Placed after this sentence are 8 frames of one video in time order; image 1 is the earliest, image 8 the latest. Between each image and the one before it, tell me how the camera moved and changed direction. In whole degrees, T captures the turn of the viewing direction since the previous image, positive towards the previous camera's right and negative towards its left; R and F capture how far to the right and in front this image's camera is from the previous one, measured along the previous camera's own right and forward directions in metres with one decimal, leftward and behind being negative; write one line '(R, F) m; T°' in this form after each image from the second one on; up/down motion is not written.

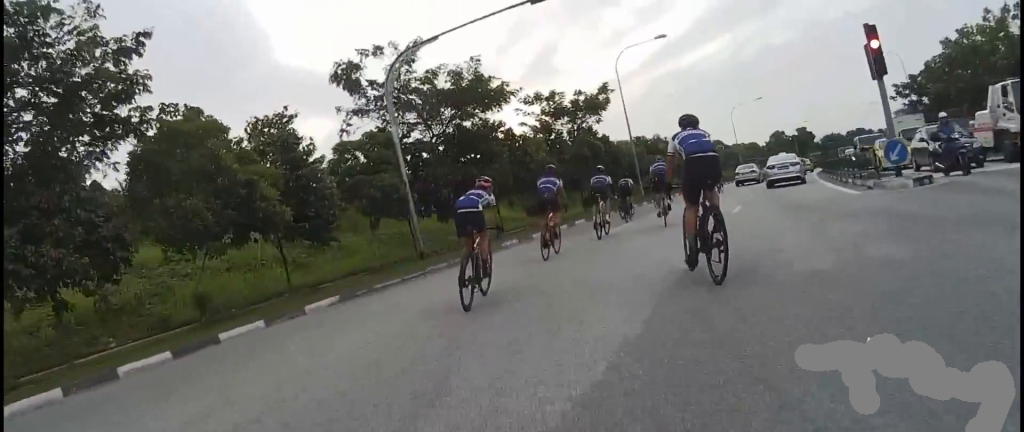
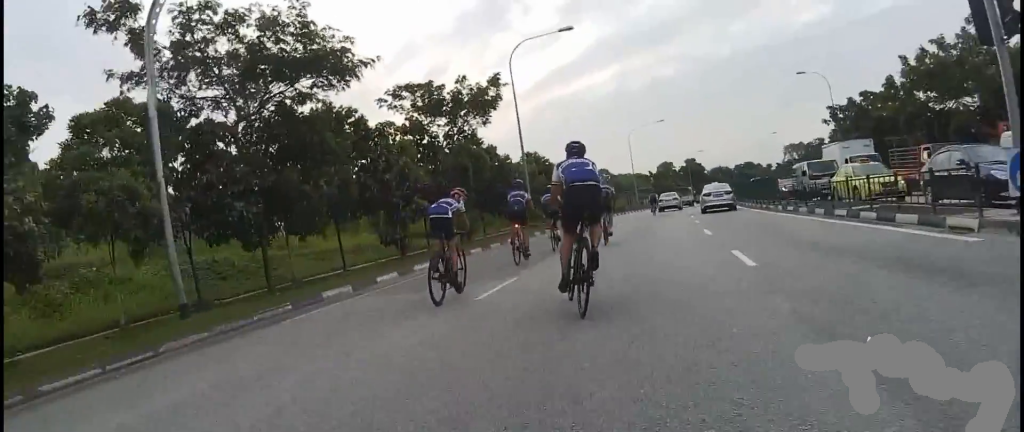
(+0.3, +7.9) m; +7°
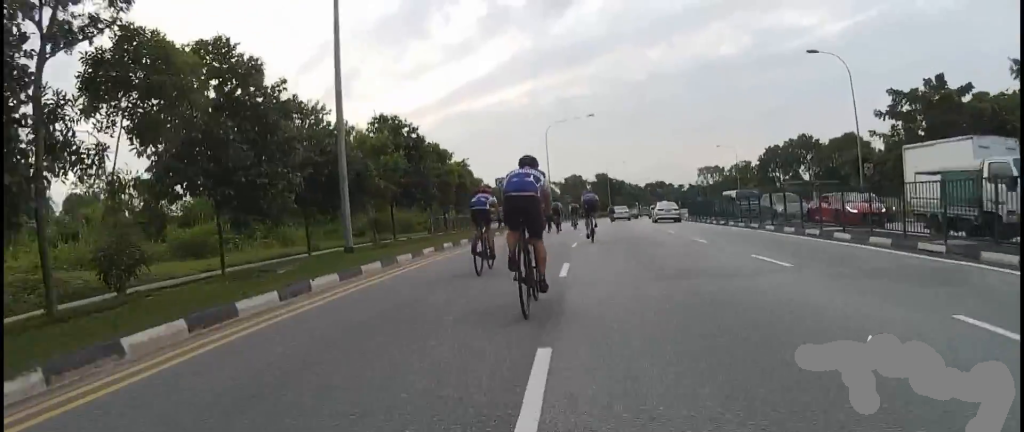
(+1.7, +18.9) m; +7°
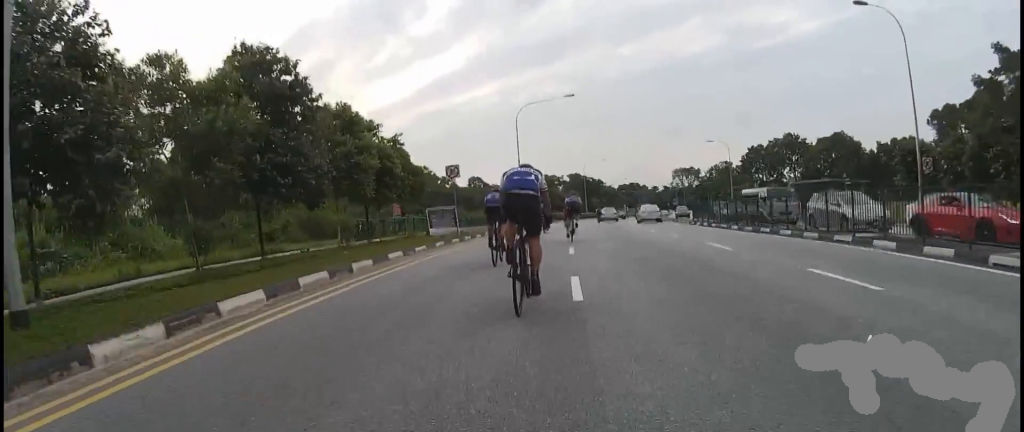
(+0.1, +9.1) m; +4°
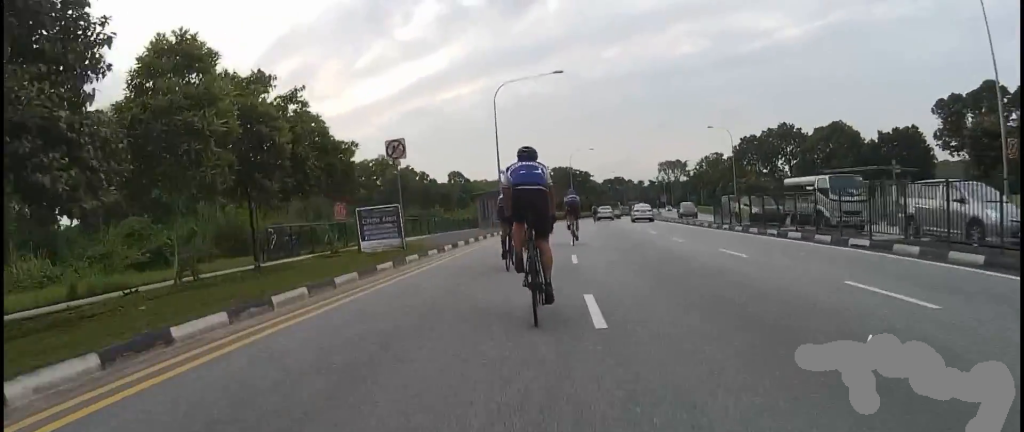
(+0.7, +7.5) m; -5°
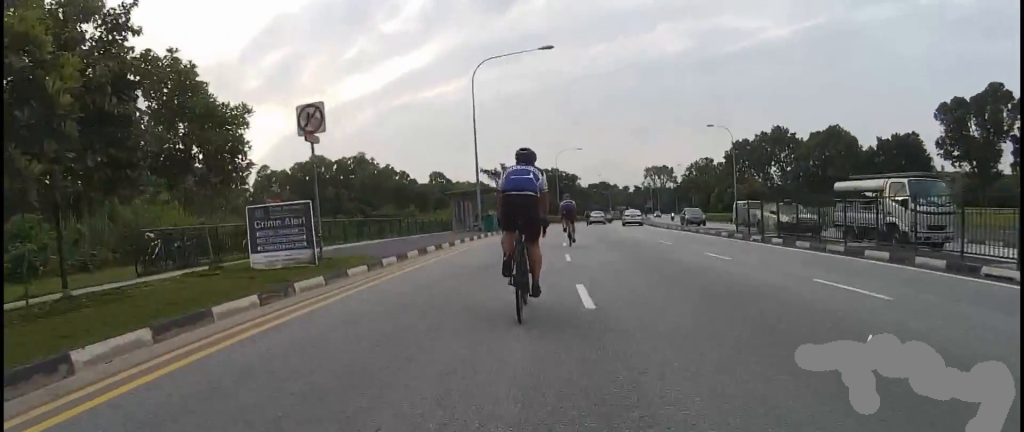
(-0.5, +5.6) m; -1°
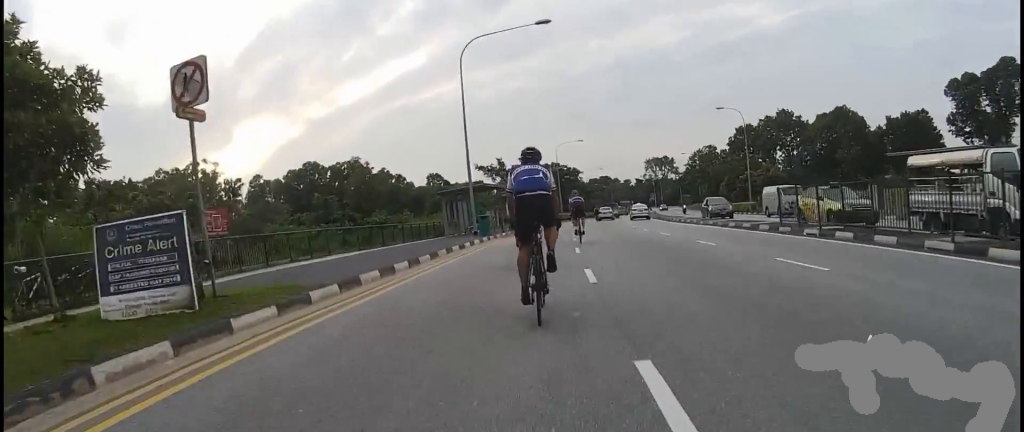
(-0.8, +4.2) m; 0°
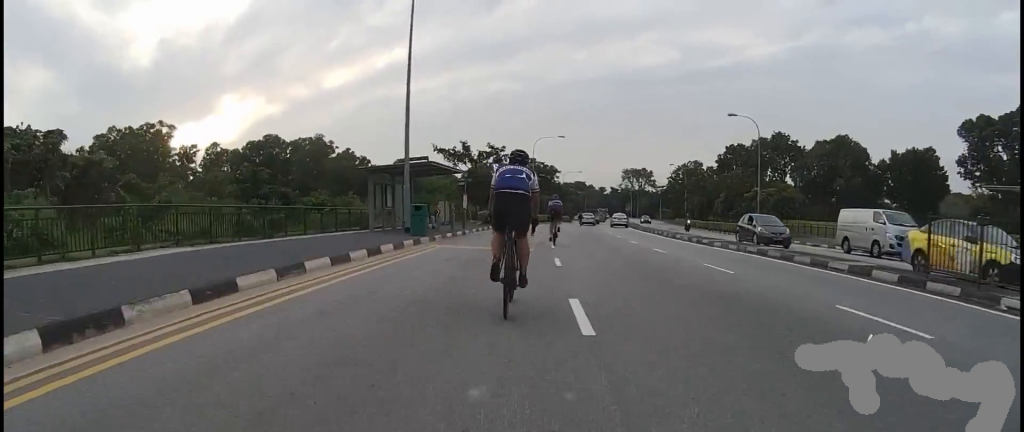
(+0.9, +9.6) m; +8°
